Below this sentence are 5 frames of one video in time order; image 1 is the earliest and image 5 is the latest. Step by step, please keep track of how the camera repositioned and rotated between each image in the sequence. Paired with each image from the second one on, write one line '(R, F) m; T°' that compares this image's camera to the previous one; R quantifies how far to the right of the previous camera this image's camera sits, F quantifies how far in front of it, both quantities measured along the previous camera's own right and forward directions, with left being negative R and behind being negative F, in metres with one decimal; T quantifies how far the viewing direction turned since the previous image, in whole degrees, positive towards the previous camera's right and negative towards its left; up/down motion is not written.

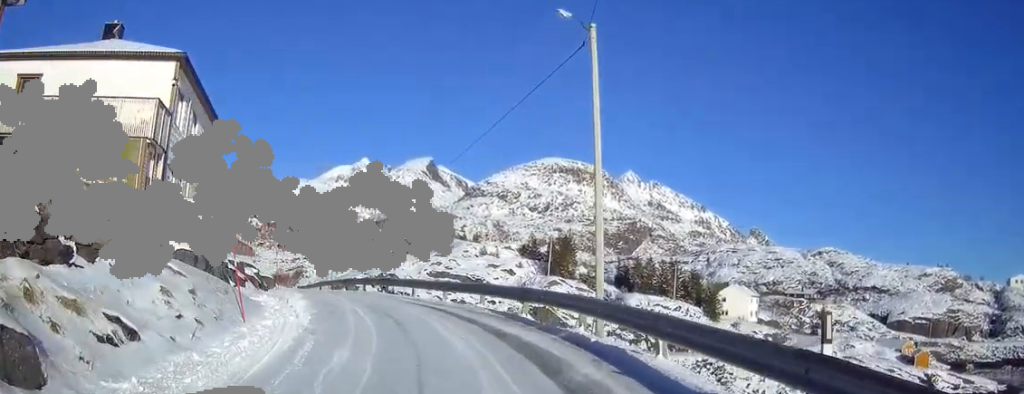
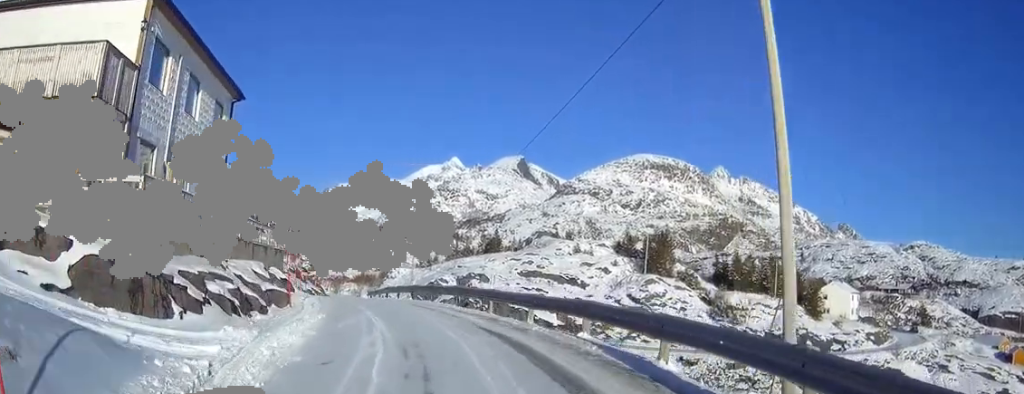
(-0.3, +7.2) m; -6°
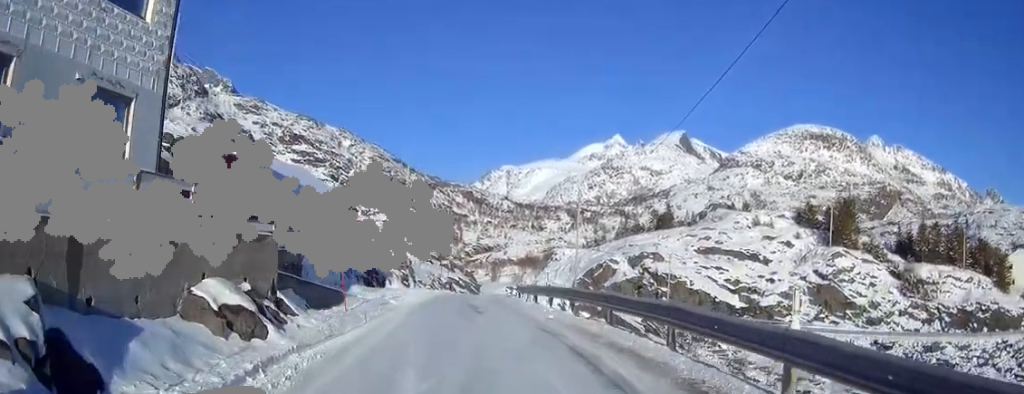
(-1.9, +13.8) m; -15°
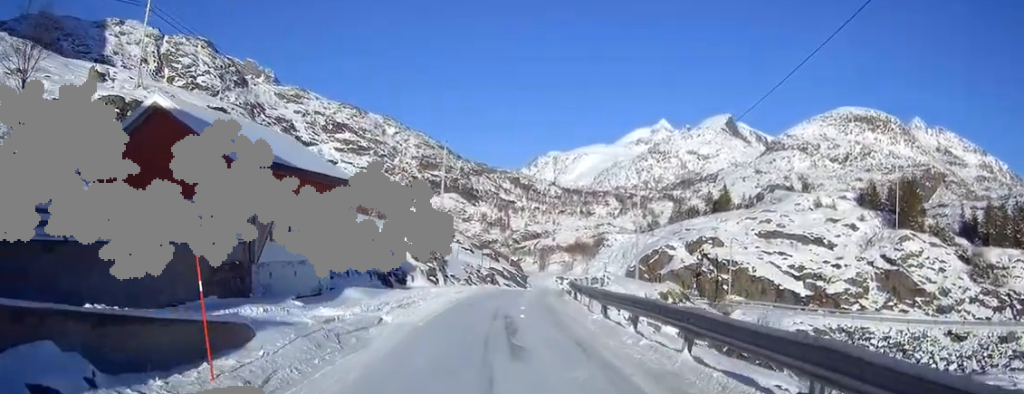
(-0.4, +8.4) m; -5°
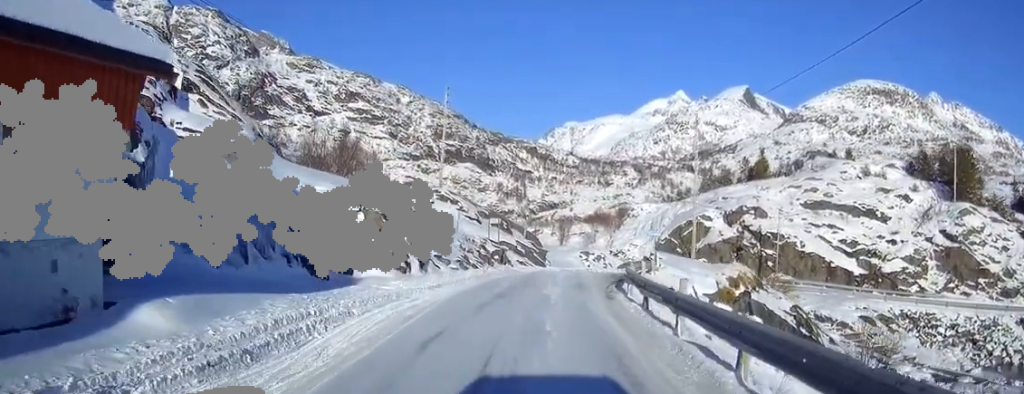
(-0.5, +14.2) m; -1°
